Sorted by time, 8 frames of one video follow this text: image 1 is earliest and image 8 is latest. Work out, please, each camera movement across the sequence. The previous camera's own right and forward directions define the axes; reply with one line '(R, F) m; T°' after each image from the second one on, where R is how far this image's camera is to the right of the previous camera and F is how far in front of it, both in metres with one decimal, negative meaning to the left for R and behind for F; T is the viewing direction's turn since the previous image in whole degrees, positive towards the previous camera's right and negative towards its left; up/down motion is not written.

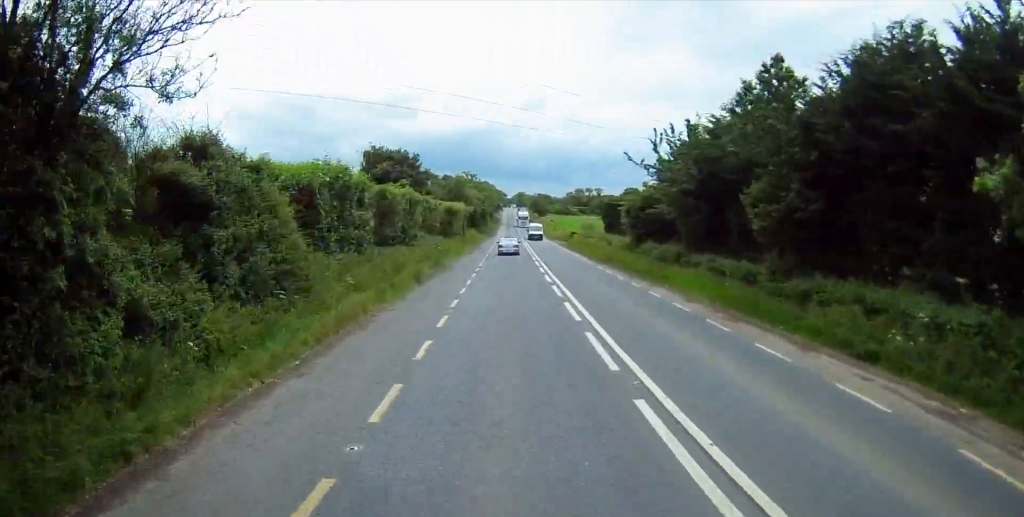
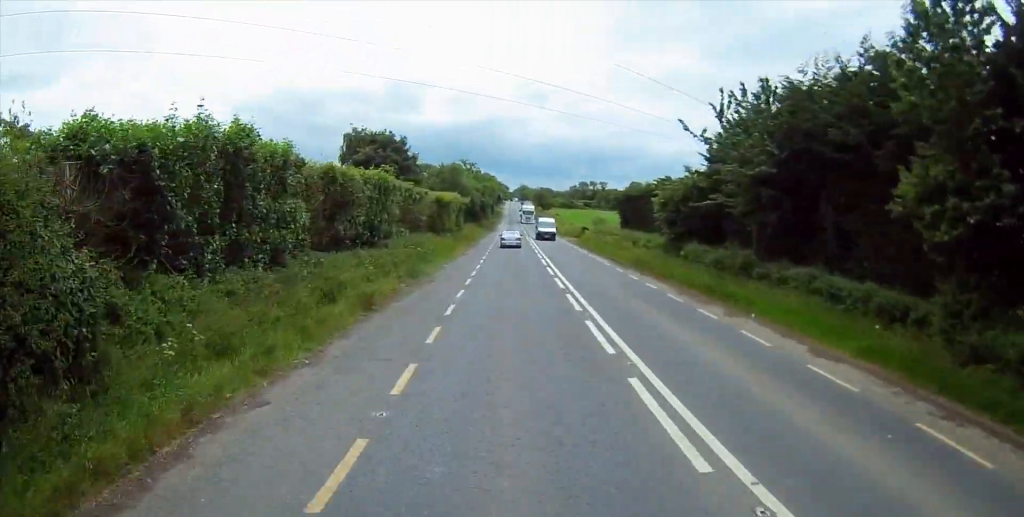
(0.0, +10.5) m; 0°
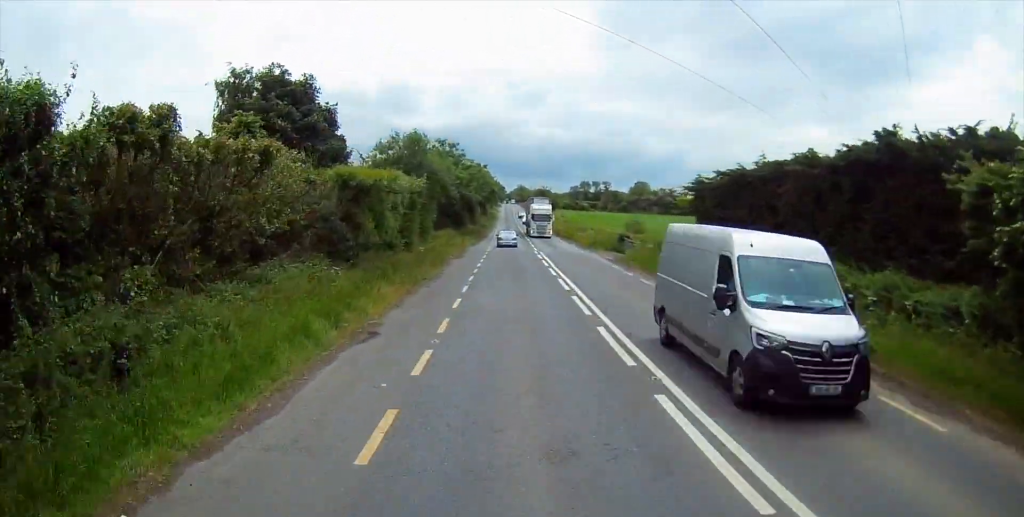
(-0.3, +30.2) m; -1°
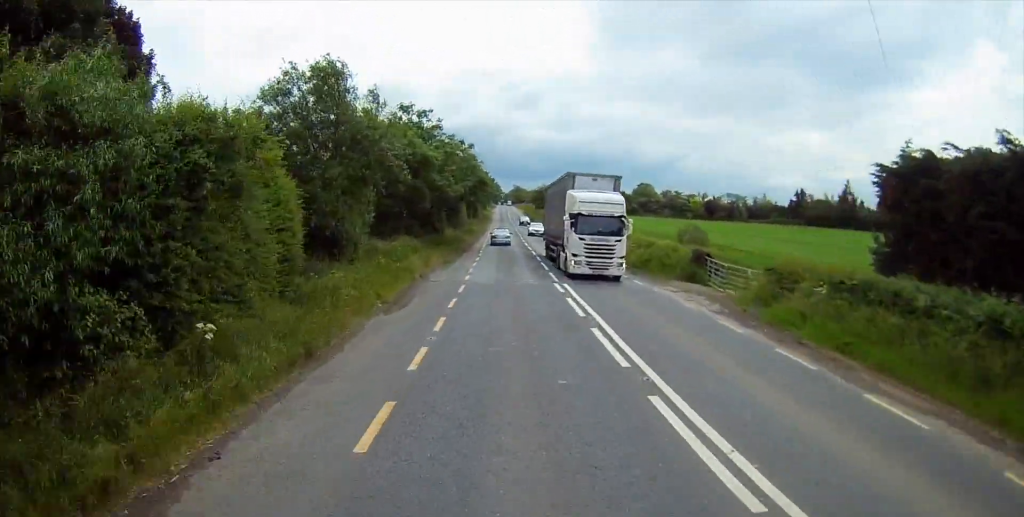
(0.0, +23.3) m; 0°
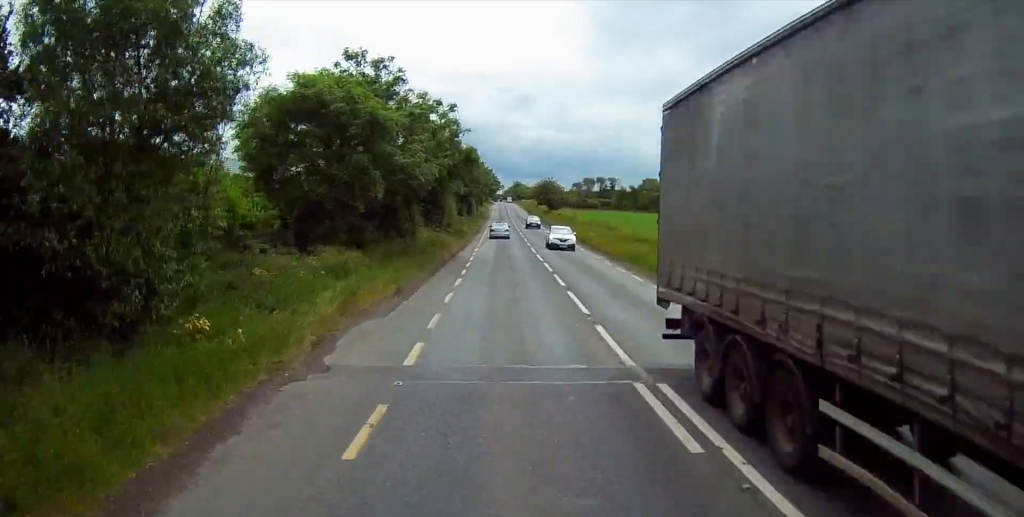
(0.0, +16.1) m; 0°
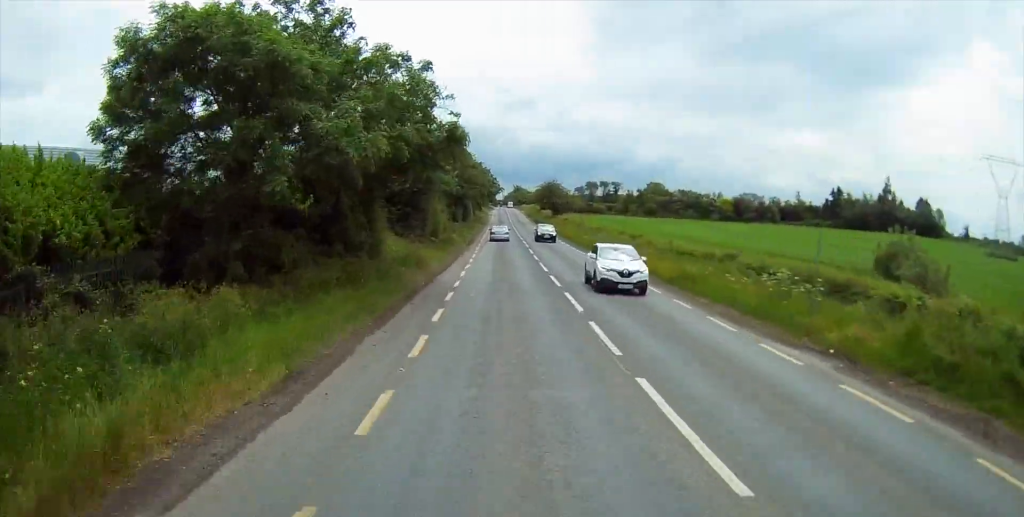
(+0.1, +11.0) m; 0°
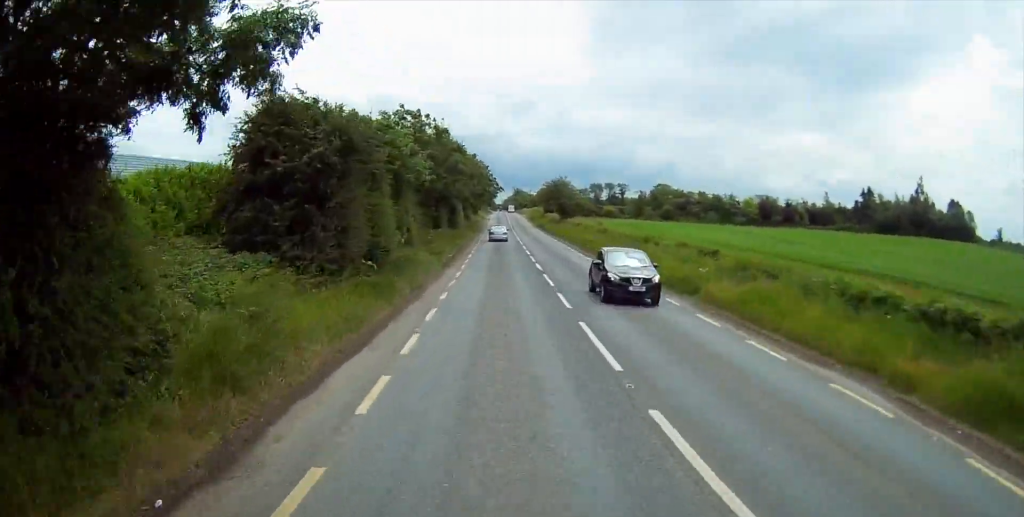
(0.0, +19.2) m; 0°
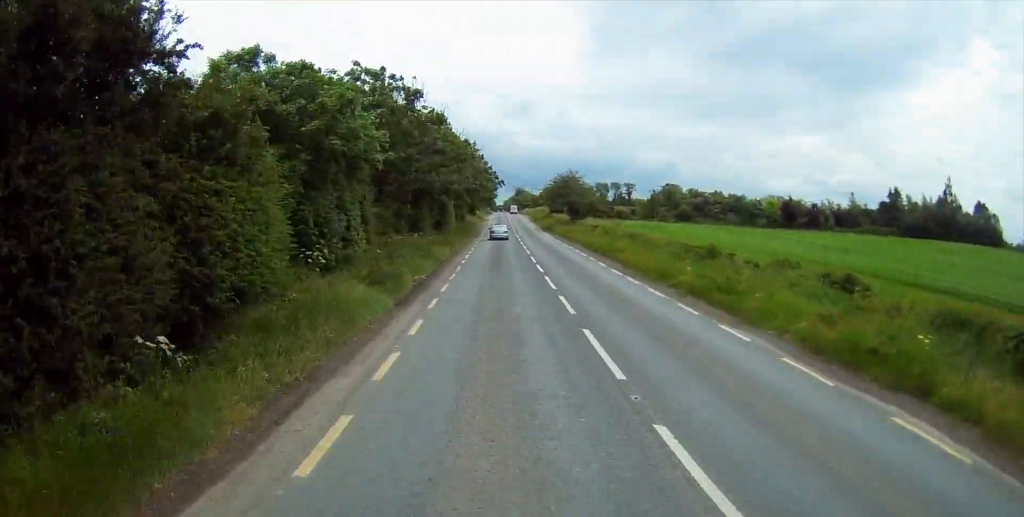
(-0.1, +14.0) m; 0°
